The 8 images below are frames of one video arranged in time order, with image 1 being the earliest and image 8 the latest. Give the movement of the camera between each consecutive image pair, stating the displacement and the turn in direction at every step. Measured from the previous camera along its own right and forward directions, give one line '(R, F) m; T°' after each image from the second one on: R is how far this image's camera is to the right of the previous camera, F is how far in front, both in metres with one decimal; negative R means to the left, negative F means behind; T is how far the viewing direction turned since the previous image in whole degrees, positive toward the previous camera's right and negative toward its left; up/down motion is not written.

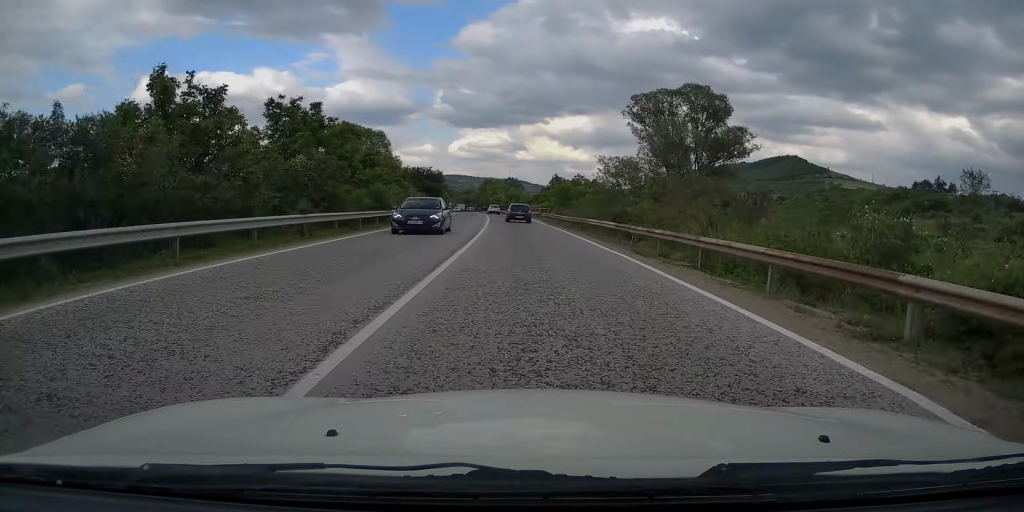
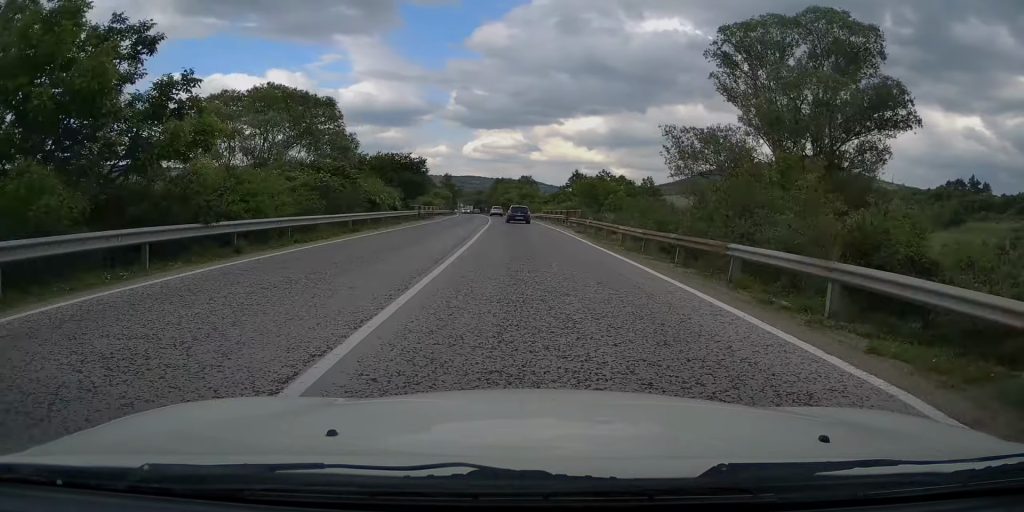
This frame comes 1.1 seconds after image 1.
(-0.4, +20.9) m; 0°
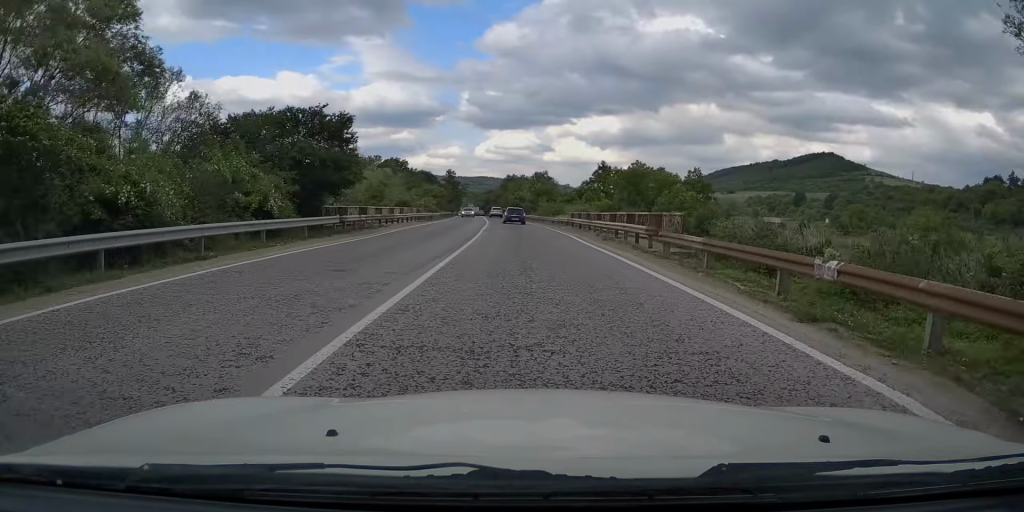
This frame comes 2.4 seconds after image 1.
(+0.1, +24.9) m; -1°
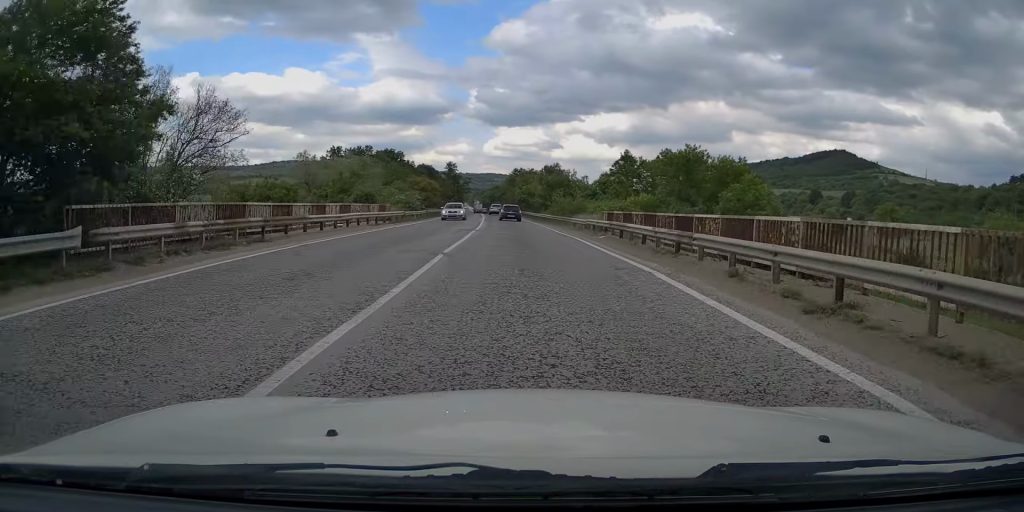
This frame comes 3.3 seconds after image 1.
(-0.4, +16.7) m; -2°
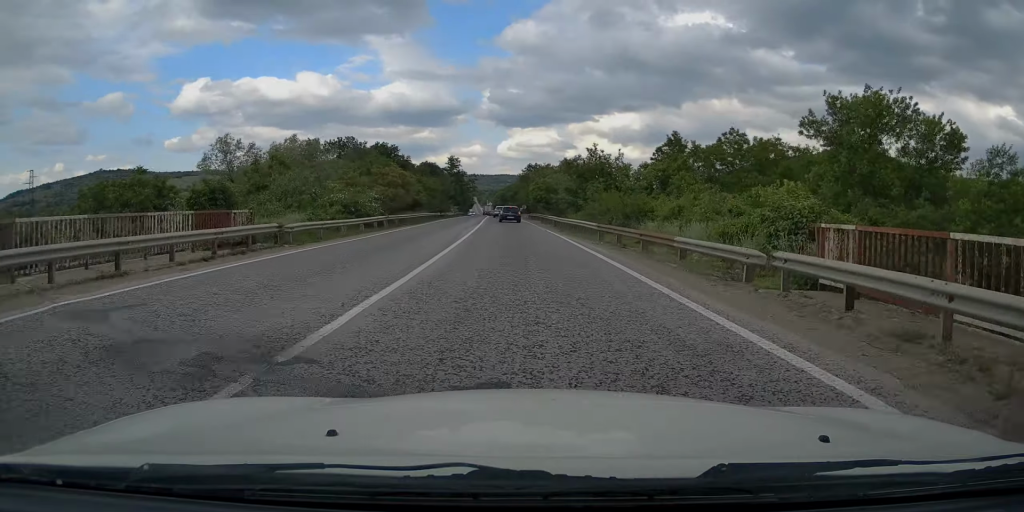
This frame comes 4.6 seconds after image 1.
(-0.1, +22.7) m; 0°
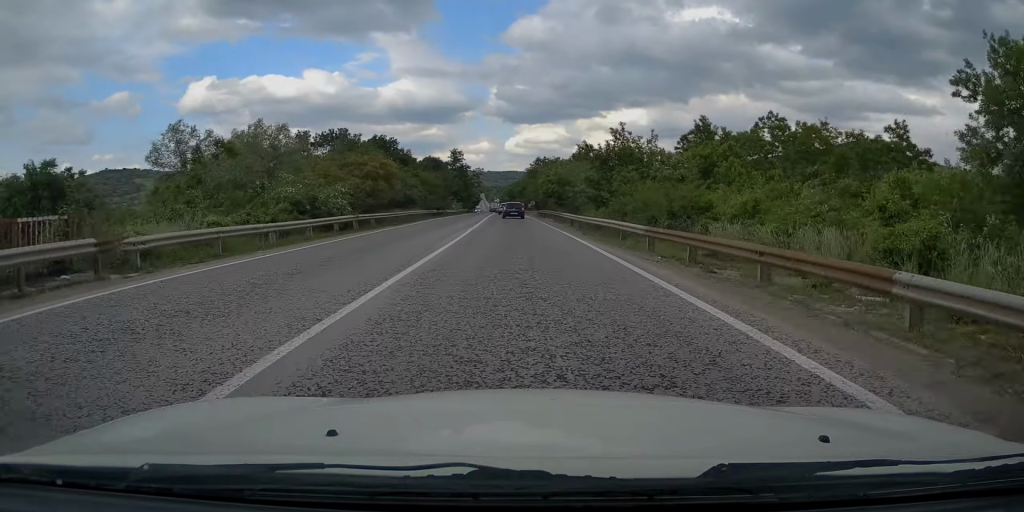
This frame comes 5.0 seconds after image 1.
(+0.2, +8.6) m; 0°
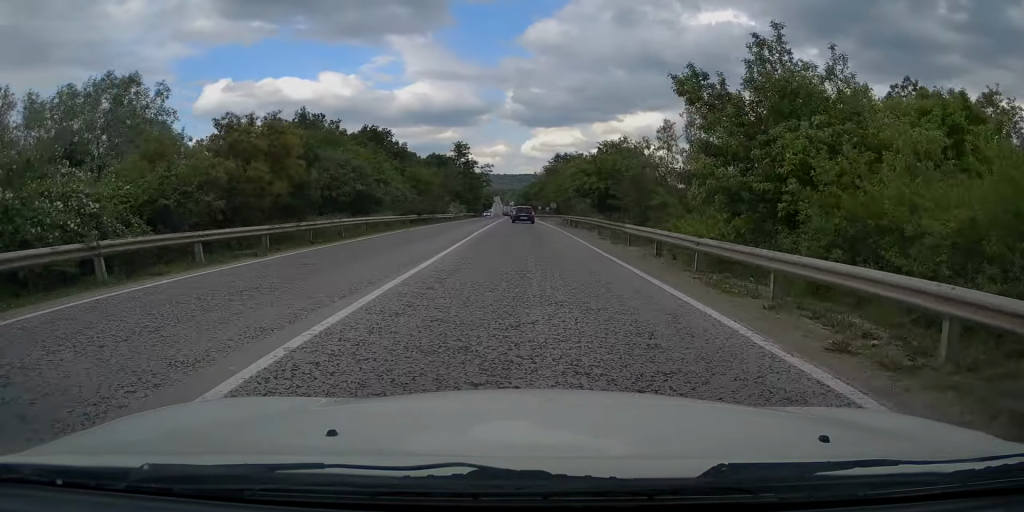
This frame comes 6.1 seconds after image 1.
(-0.5, +19.8) m; -1°
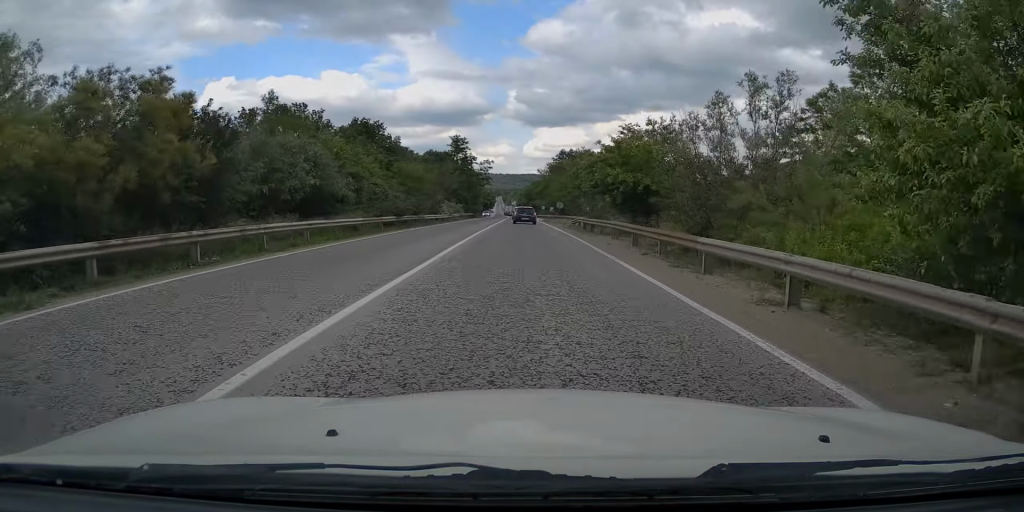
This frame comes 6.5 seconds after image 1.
(0.0, +8.0) m; 0°
